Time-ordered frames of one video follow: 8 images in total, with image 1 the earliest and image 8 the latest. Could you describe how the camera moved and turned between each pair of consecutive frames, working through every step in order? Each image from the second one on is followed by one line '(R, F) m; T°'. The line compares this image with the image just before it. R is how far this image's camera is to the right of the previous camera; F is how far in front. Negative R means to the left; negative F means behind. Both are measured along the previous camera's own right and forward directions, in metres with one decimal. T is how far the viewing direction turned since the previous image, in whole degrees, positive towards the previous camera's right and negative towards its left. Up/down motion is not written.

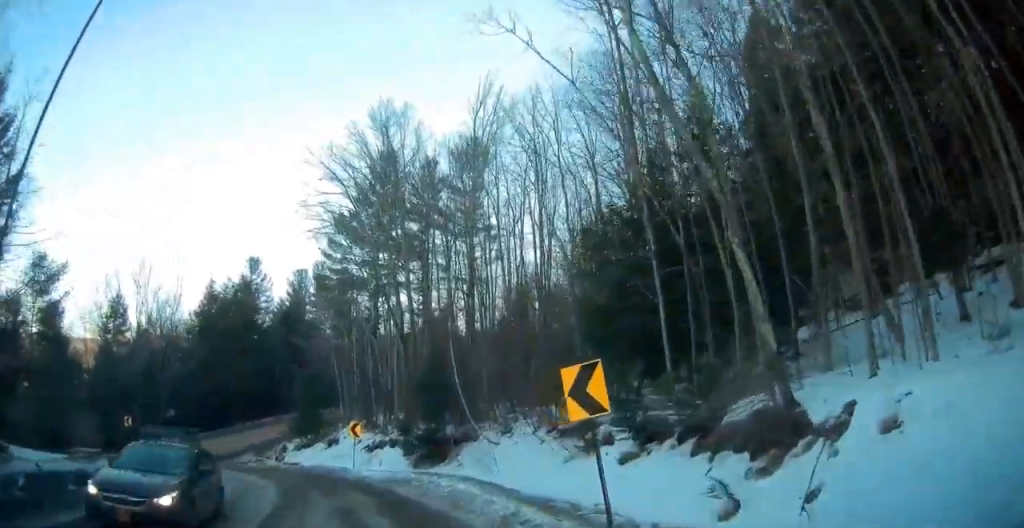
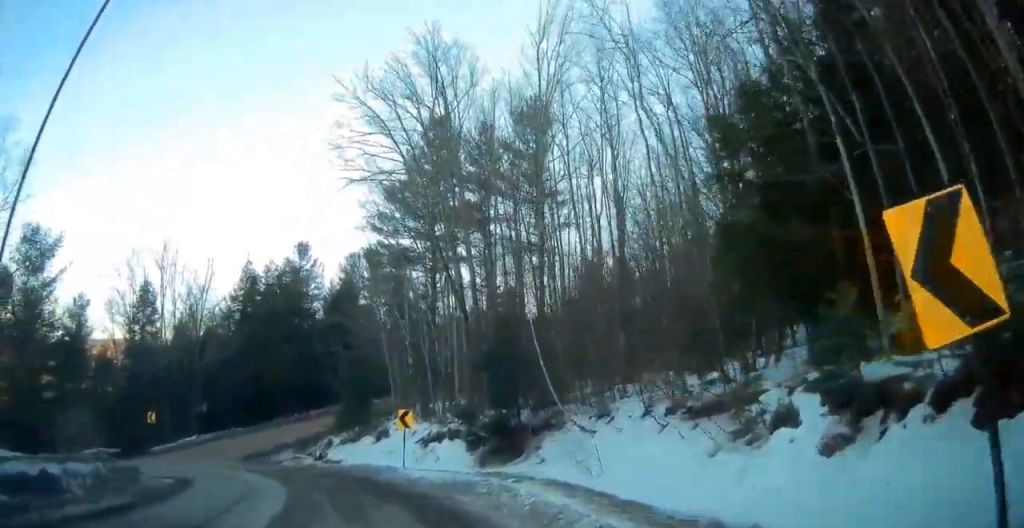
(0.0, +5.5) m; -3°
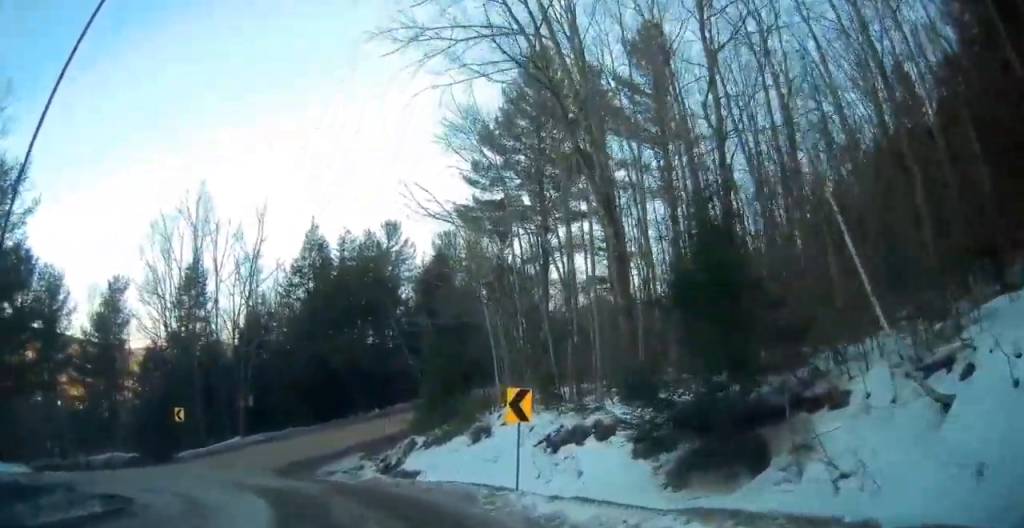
(-0.5, +9.1) m; -5°
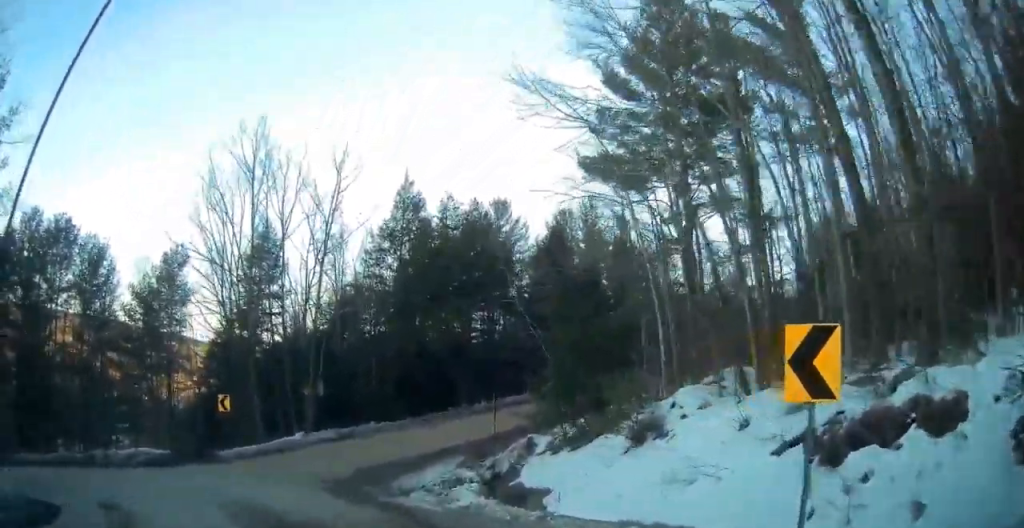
(-0.2, +7.7) m; -7°
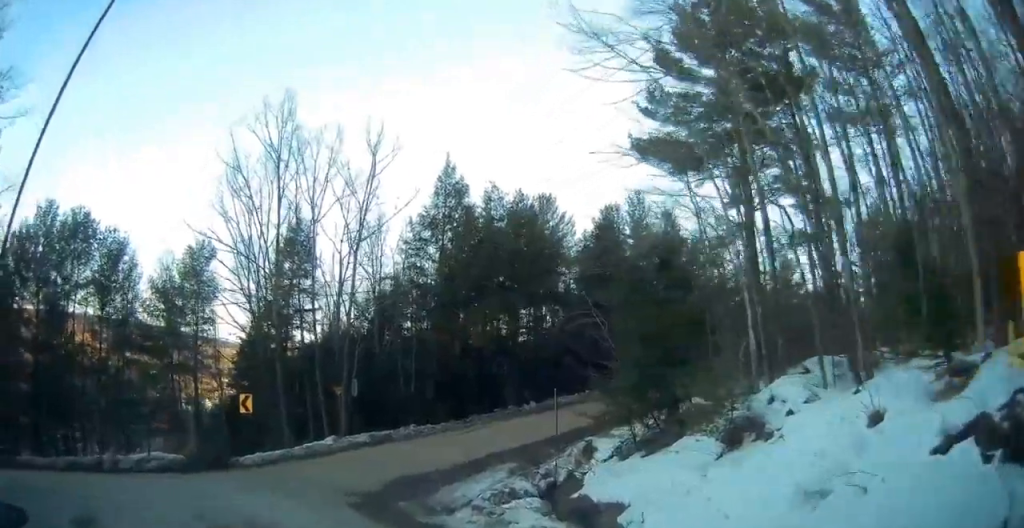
(-0.1, +2.9) m; -5°
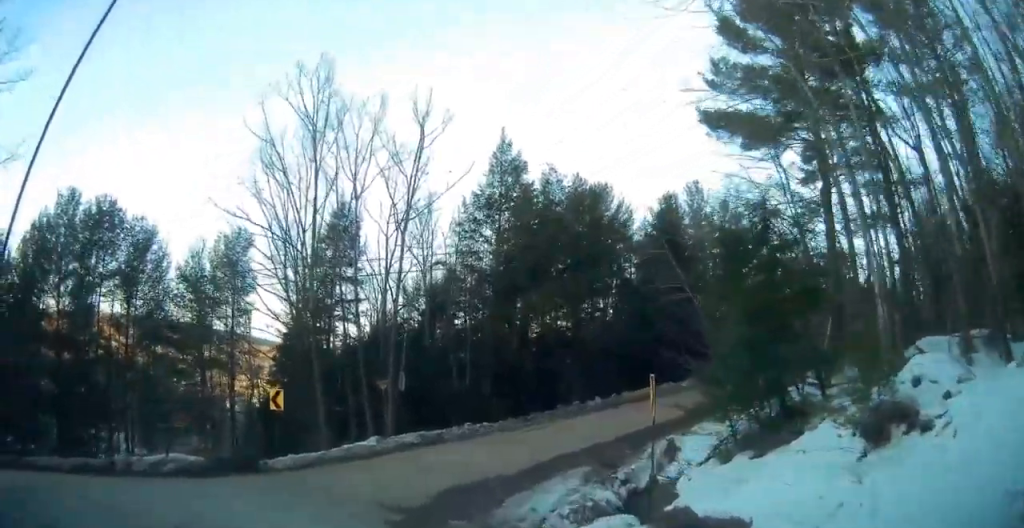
(0.0, +3.4) m; -7°
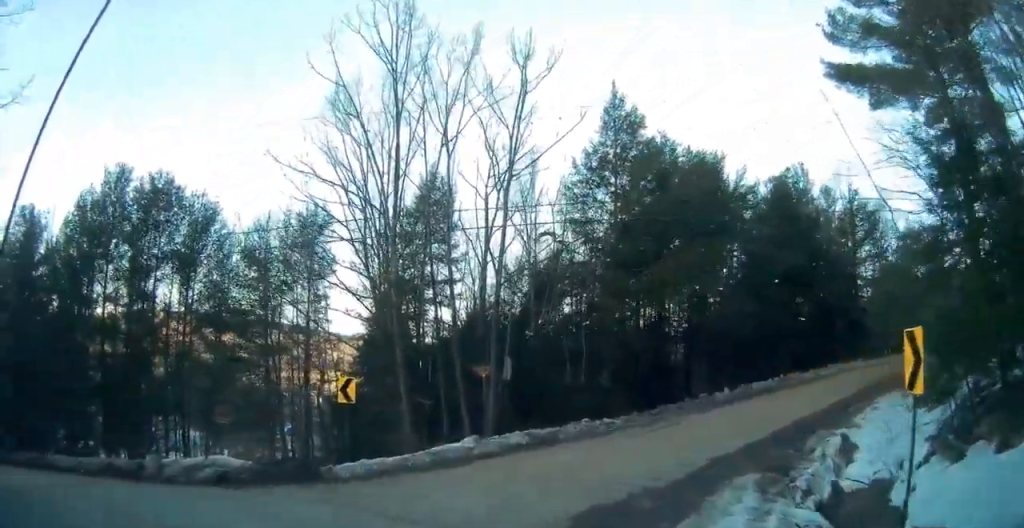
(-0.8, +5.3) m; -15°
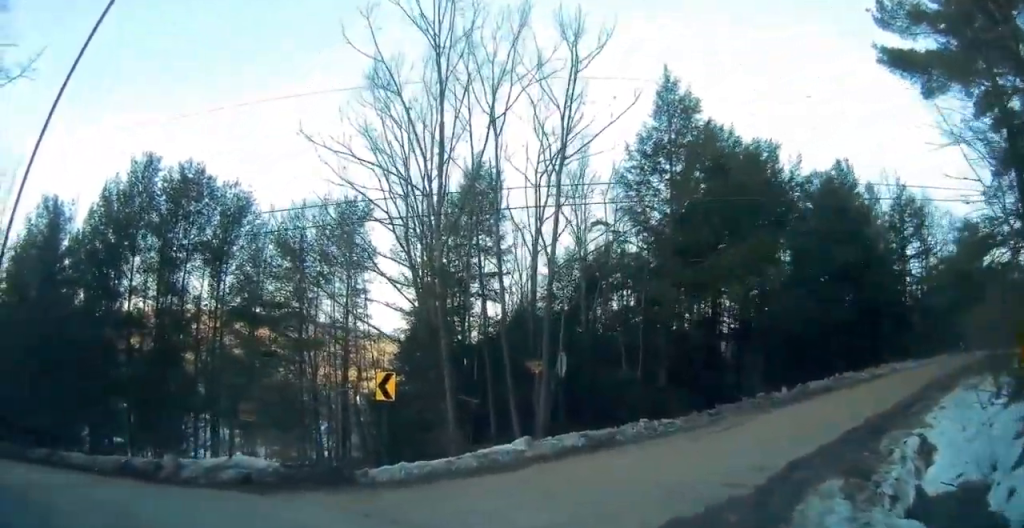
(-0.2, +1.6) m; -3°
